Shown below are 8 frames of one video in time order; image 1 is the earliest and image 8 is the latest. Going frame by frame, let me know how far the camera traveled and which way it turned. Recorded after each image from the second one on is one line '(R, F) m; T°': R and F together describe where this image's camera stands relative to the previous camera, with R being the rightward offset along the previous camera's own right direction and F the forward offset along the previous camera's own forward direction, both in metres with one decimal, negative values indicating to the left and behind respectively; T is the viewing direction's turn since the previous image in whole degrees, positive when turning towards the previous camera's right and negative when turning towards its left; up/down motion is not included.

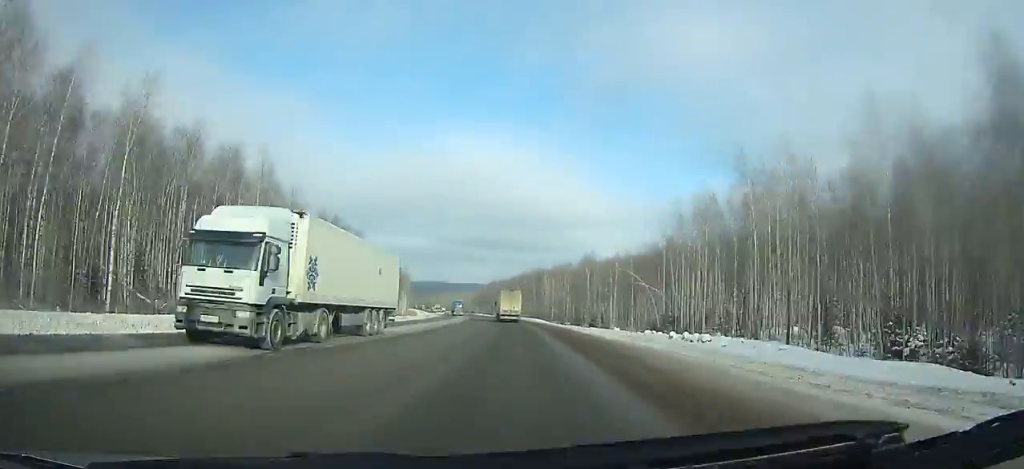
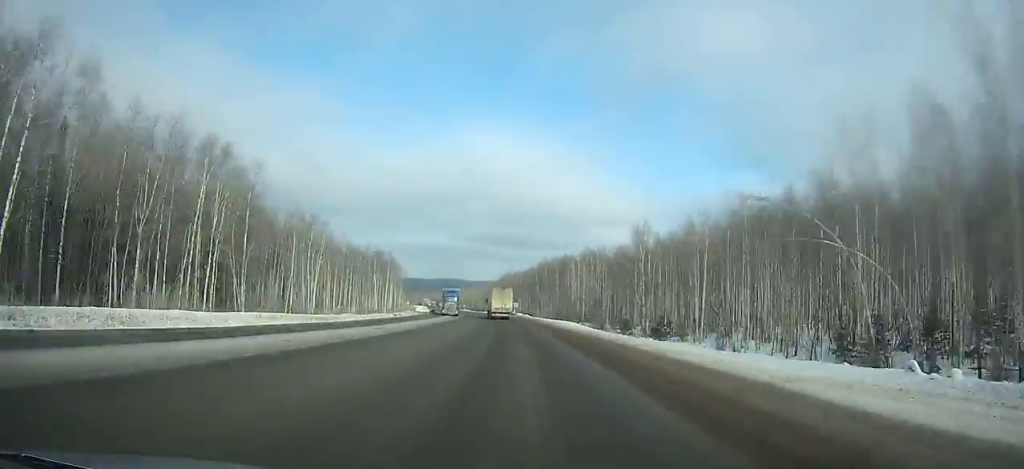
(-0.9, +43.0) m; -2°
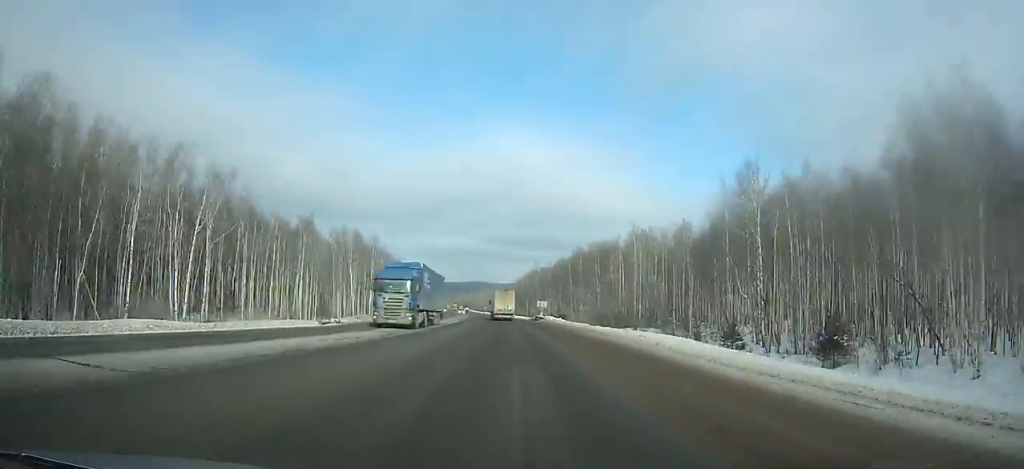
(-0.1, +35.9) m; -2°
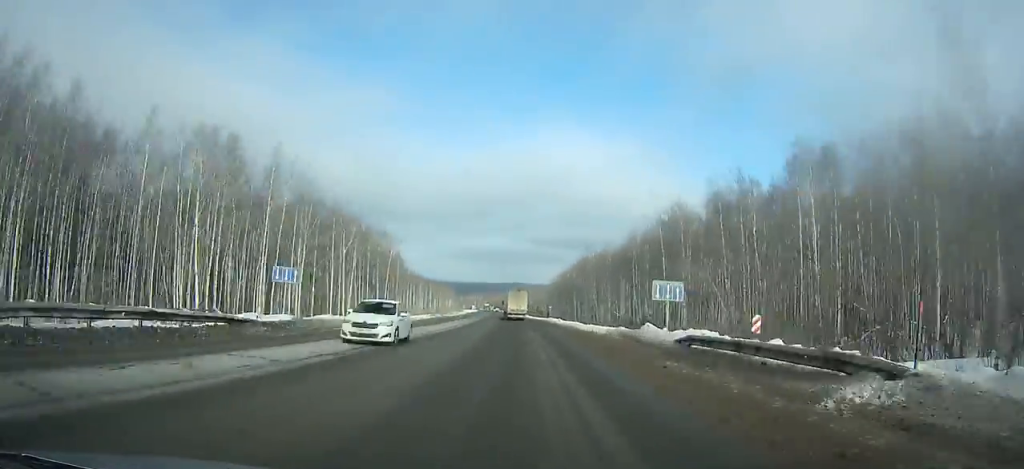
(-2.2, +57.9) m; -3°
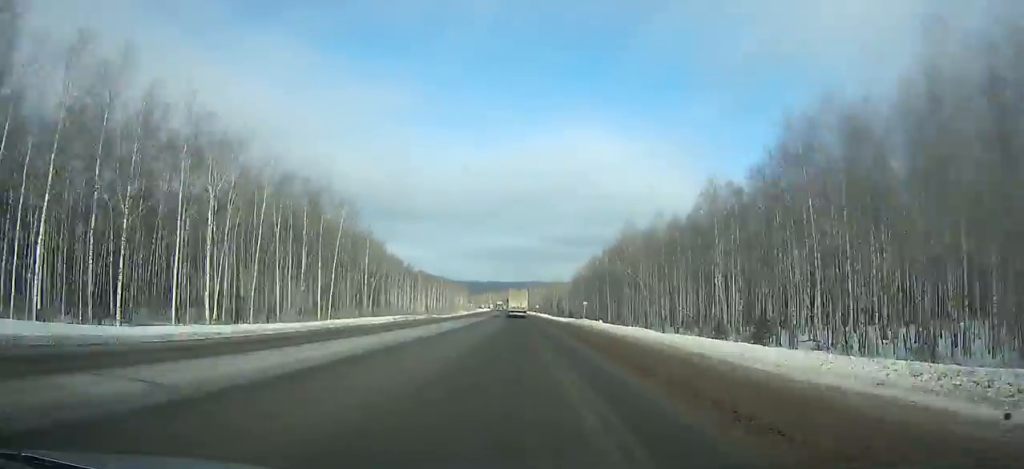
(-0.5, +36.4) m; -2°
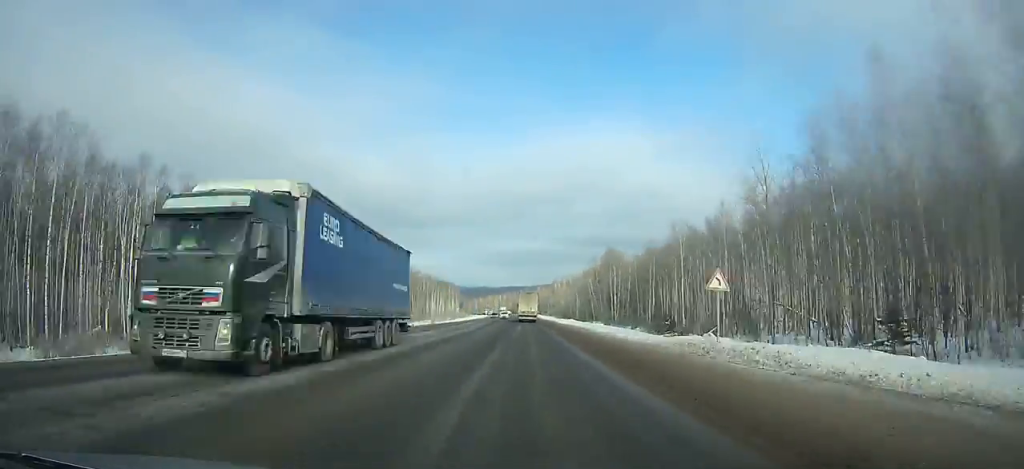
(-3.5, +148.8) m; -2°
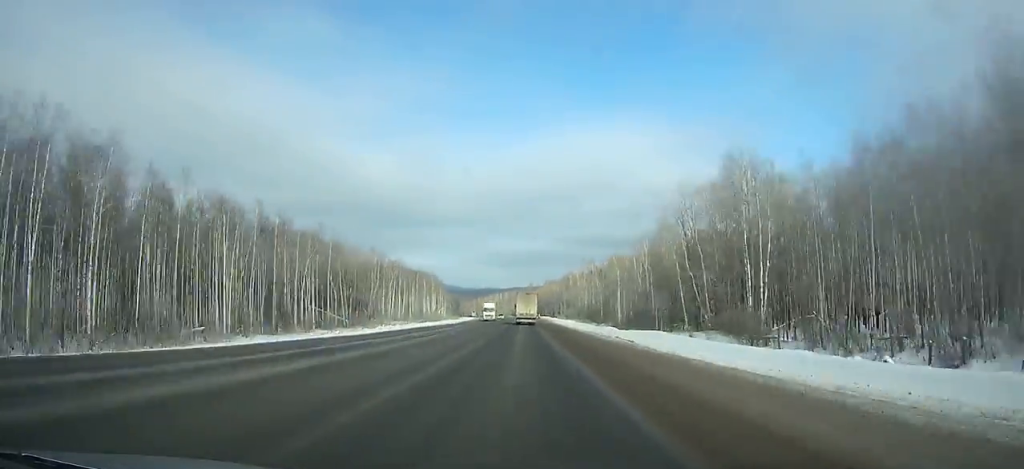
(-0.1, +75.6) m; 0°
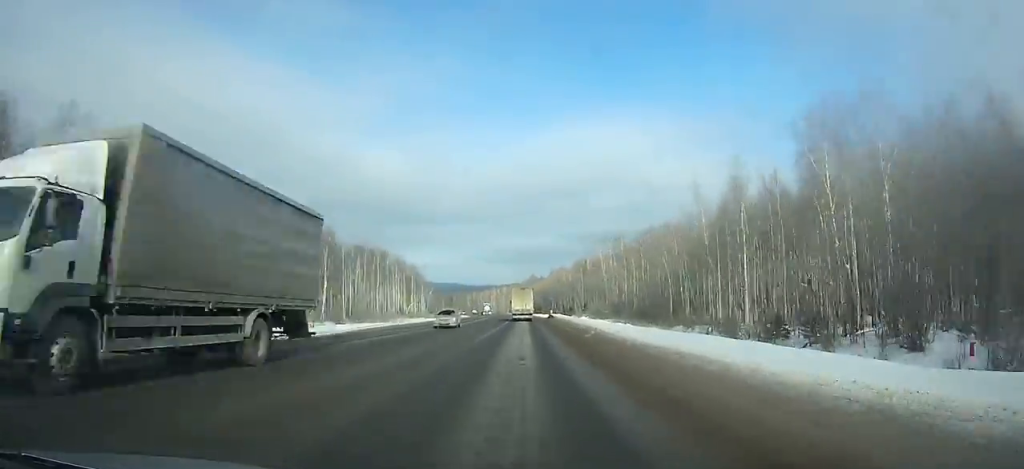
(+0.1, +63.2) m; -1°
